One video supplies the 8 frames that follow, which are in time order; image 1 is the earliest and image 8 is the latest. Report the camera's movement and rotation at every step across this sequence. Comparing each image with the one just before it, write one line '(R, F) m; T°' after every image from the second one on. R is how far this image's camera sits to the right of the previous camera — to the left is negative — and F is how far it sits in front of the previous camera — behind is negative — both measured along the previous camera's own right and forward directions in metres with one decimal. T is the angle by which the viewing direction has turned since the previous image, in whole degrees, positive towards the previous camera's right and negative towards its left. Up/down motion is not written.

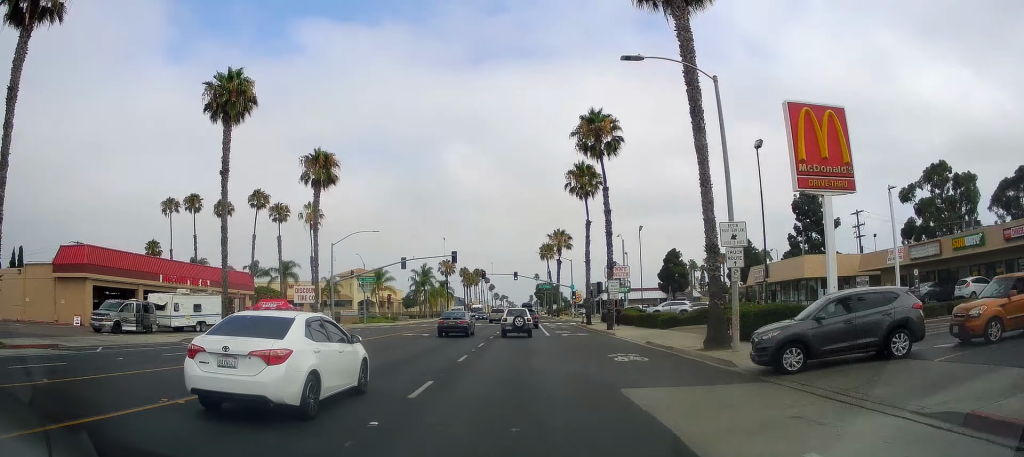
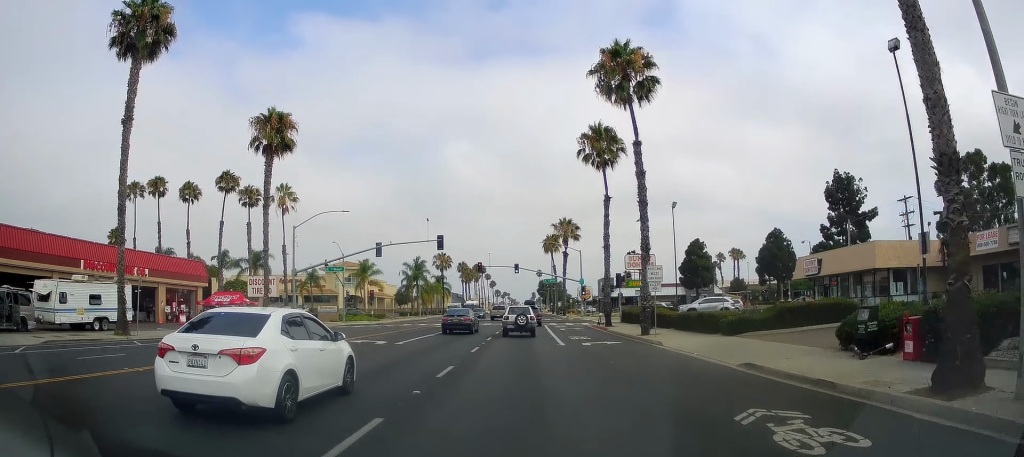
(-0.1, +12.0) m; 0°
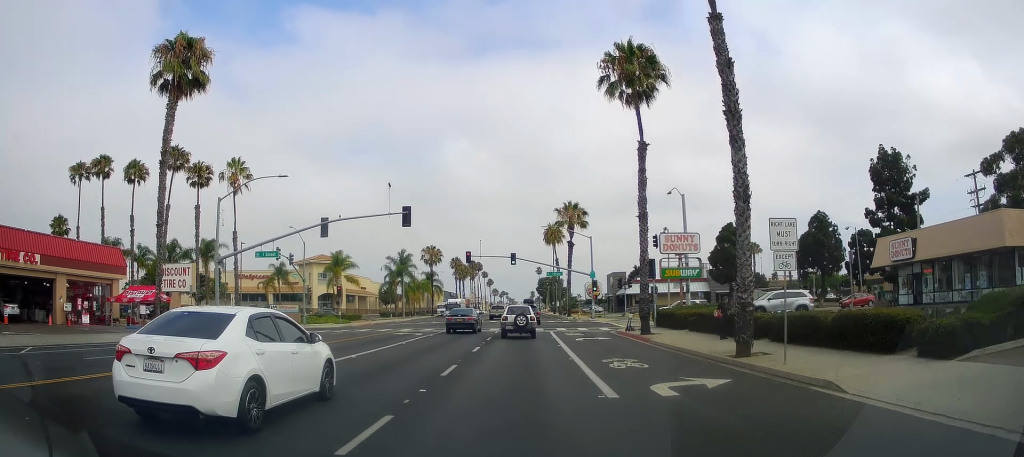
(-0.2, +14.6) m; +1°
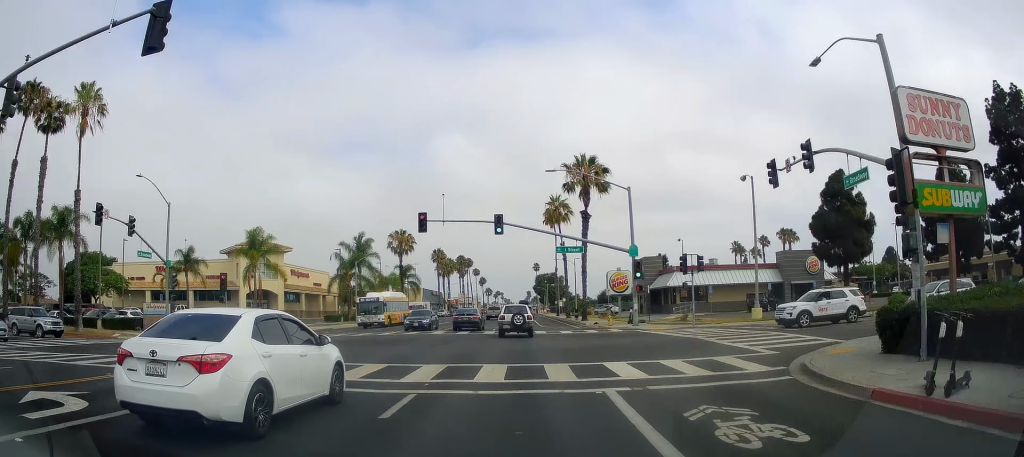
(+0.6, +28.1) m; +1°
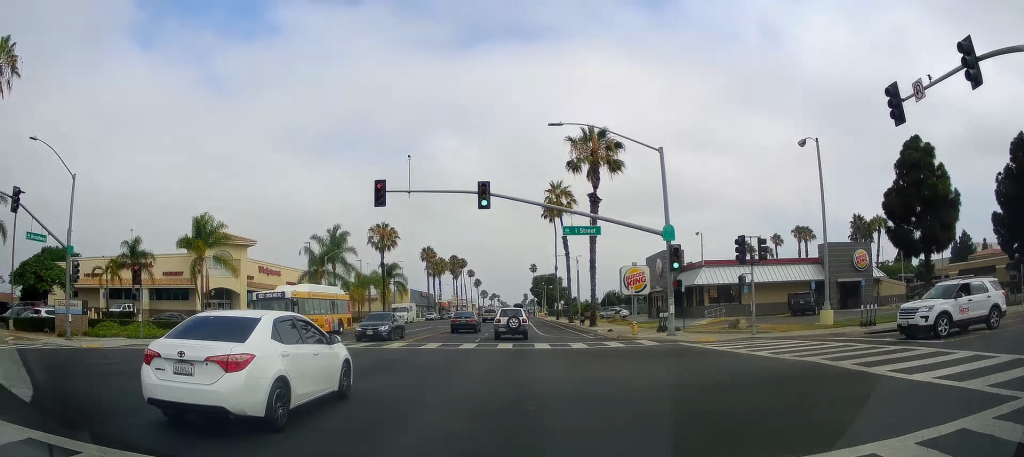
(+0.1, +10.8) m; 0°
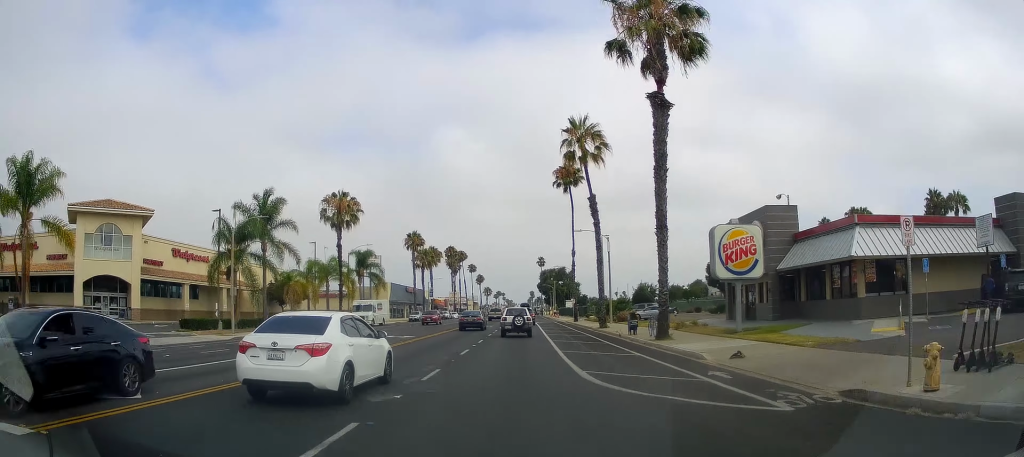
(-0.3, +23.6) m; -1°
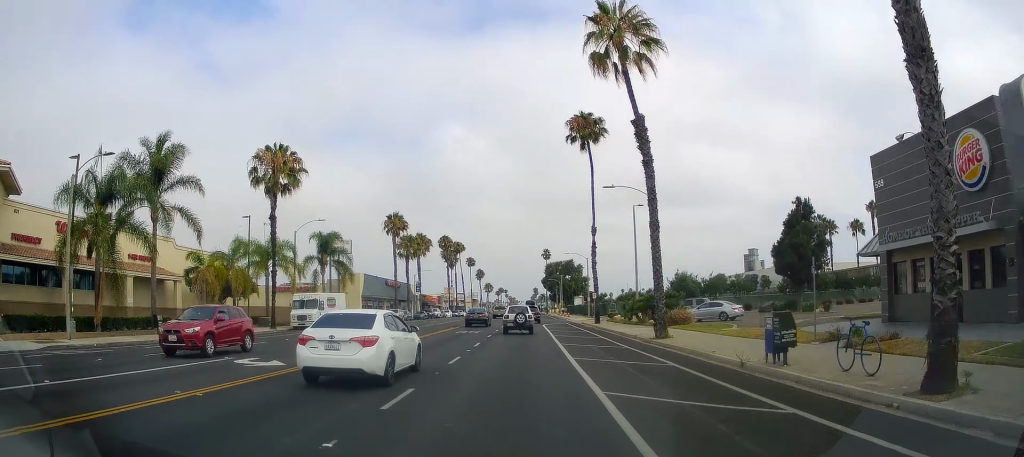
(0.0, +18.3) m; -1°
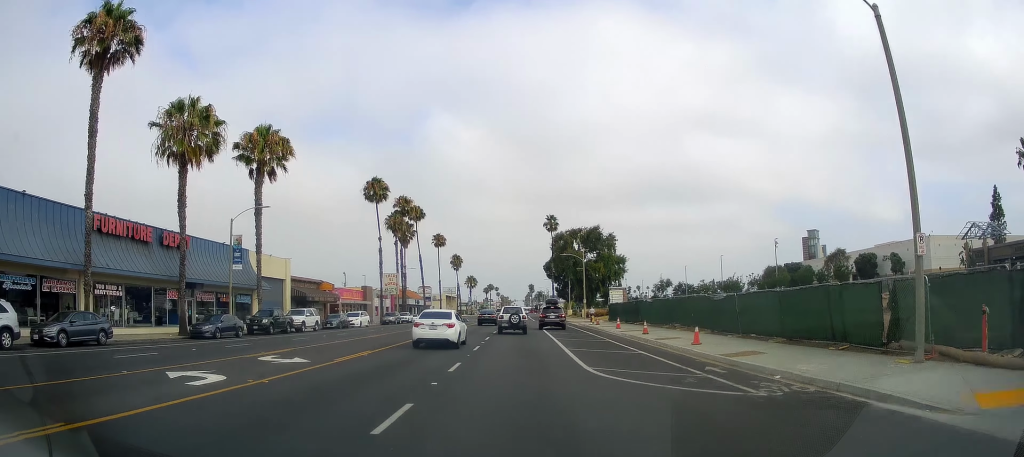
(+0.6, +66.1) m; +1°
